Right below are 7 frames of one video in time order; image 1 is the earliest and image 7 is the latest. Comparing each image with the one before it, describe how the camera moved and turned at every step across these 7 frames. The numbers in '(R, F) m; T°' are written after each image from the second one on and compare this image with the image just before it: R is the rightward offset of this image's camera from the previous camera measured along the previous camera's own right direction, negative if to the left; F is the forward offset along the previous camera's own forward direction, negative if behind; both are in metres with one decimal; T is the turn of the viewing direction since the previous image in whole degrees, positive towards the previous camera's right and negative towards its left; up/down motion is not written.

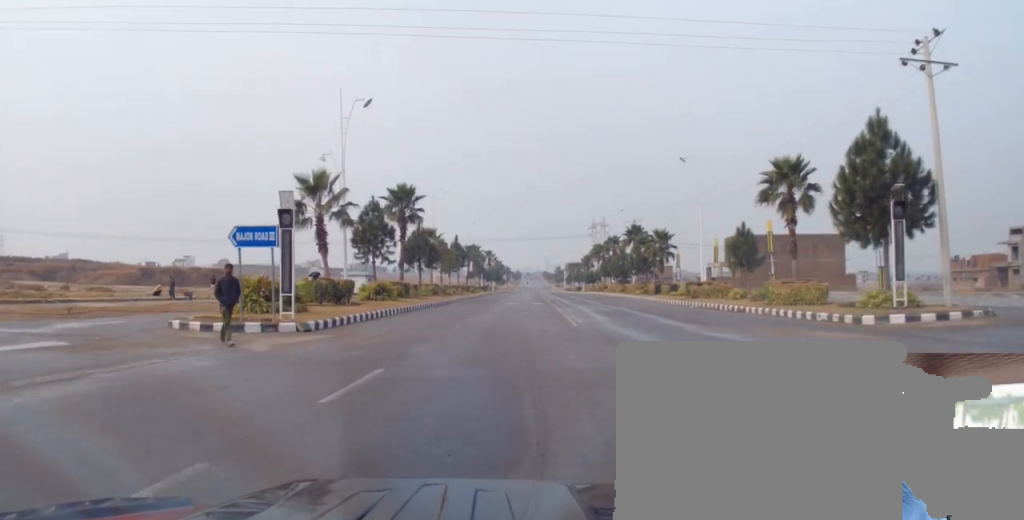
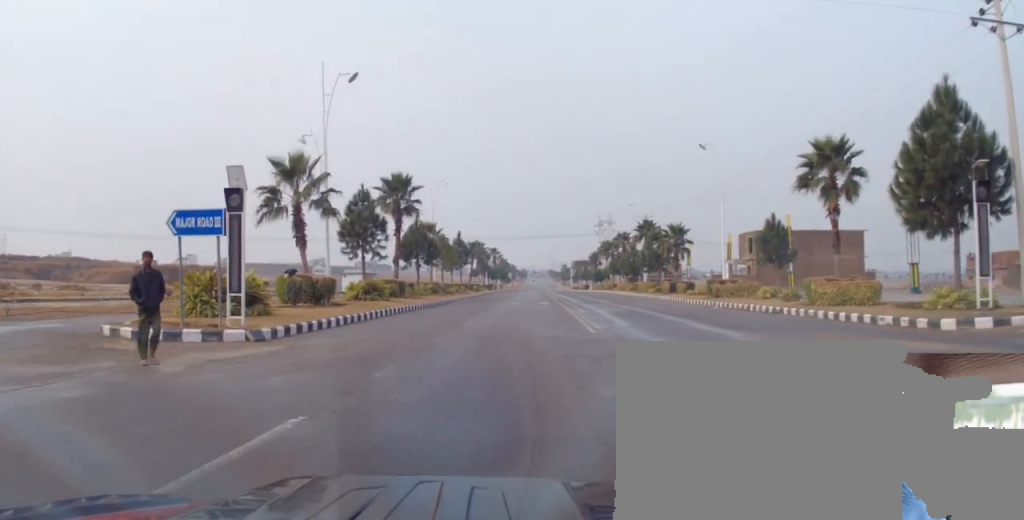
(+0.2, +4.2) m; -1°
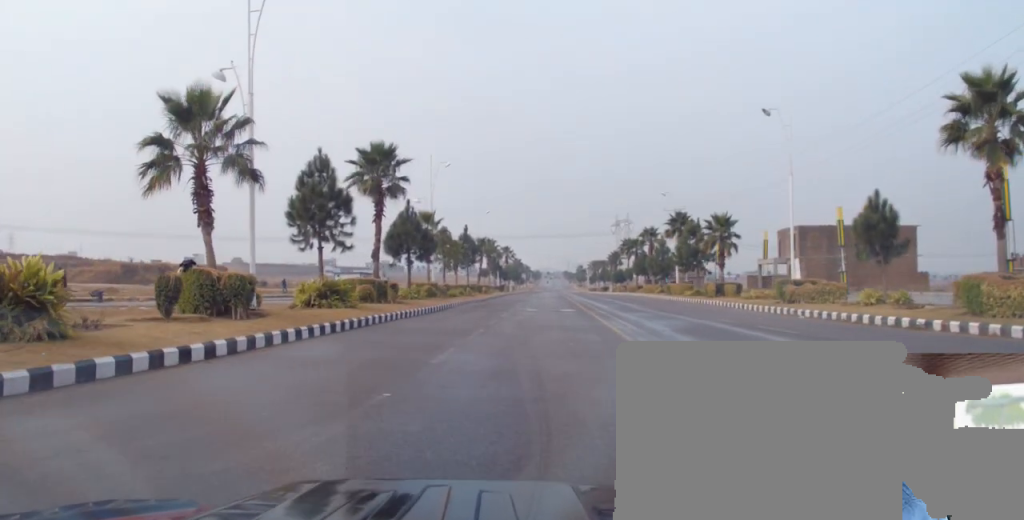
(-0.7, +10.3) m; -3°
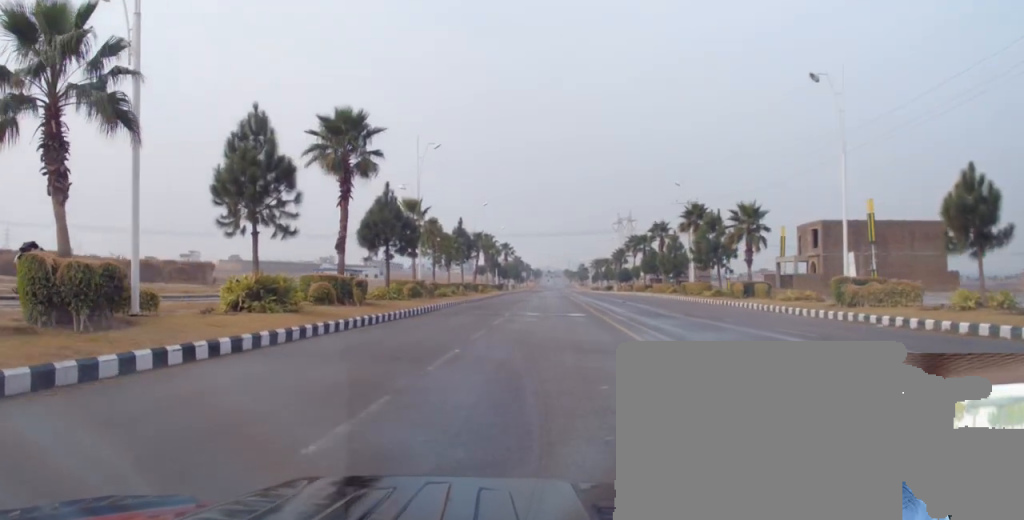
(0.0, +6.8) m; +2°
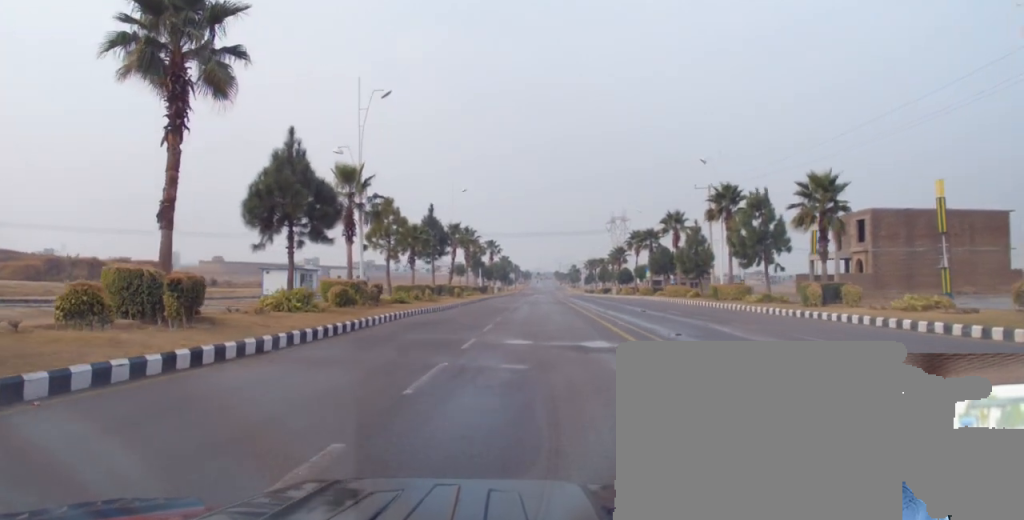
(+1.1, +13.6) m; +6°
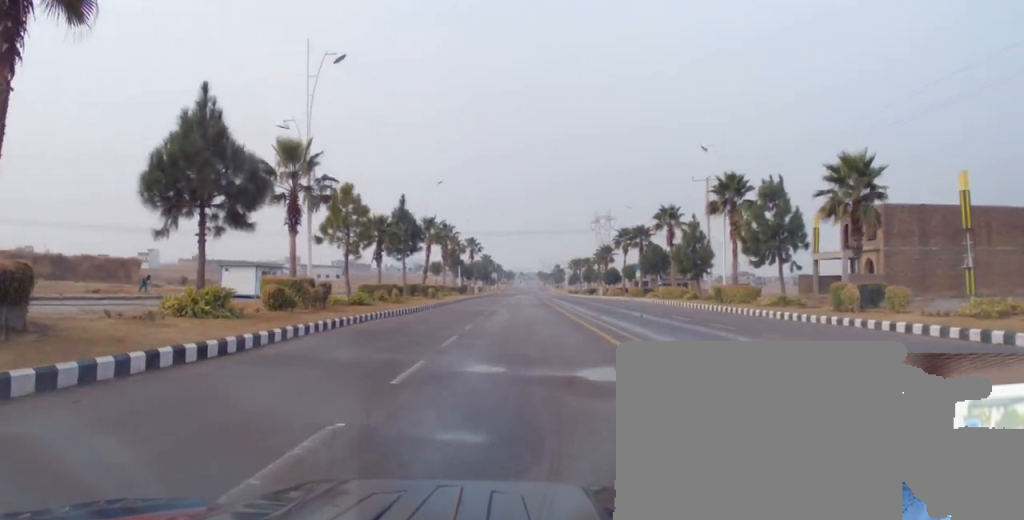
(-0.1, +5.5) m; -1°
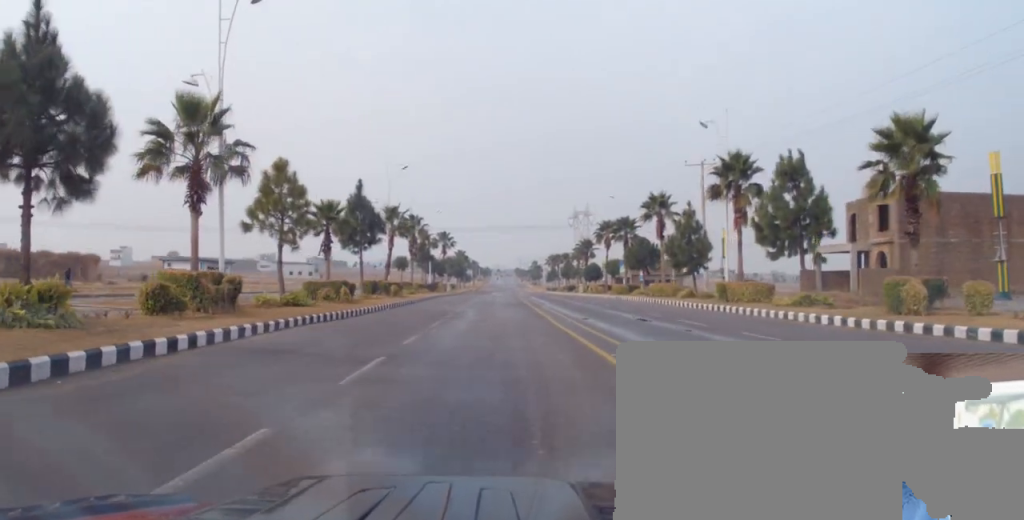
(-0.2, +6.3) m; -2°
